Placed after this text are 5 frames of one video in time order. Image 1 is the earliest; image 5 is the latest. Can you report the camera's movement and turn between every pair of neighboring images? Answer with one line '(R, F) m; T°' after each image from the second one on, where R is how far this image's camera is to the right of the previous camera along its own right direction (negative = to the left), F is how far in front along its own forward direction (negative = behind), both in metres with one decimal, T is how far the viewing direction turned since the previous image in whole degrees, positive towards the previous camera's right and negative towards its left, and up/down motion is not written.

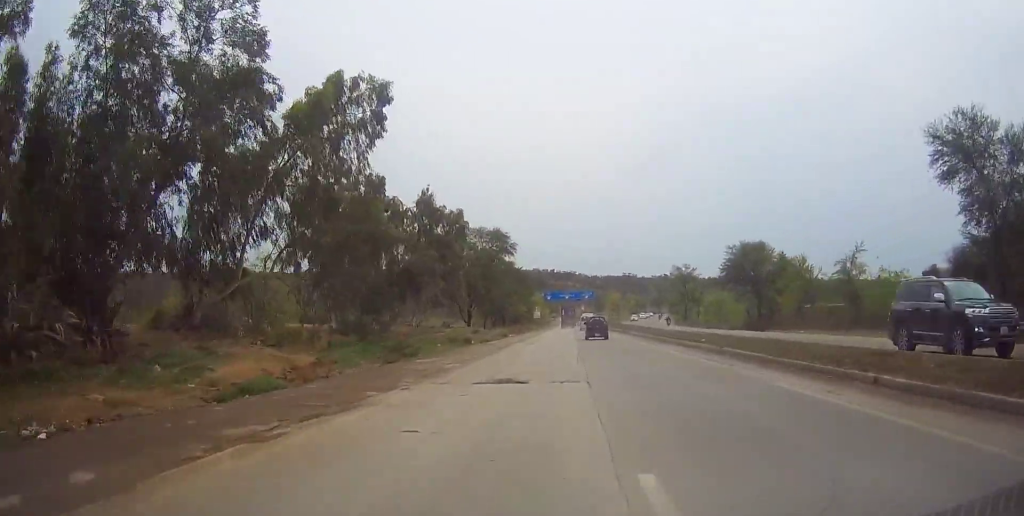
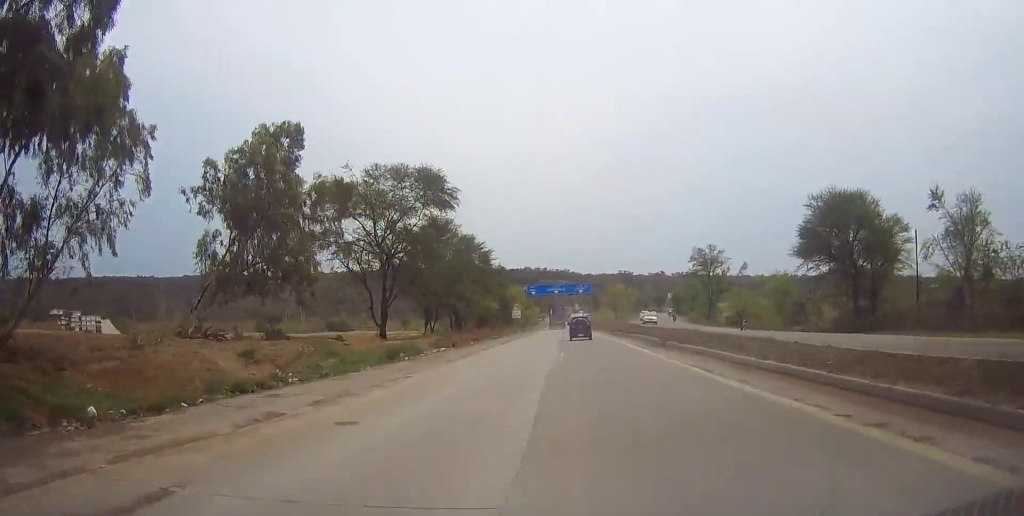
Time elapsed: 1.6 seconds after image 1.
(0.0, +33.0) m; 0°
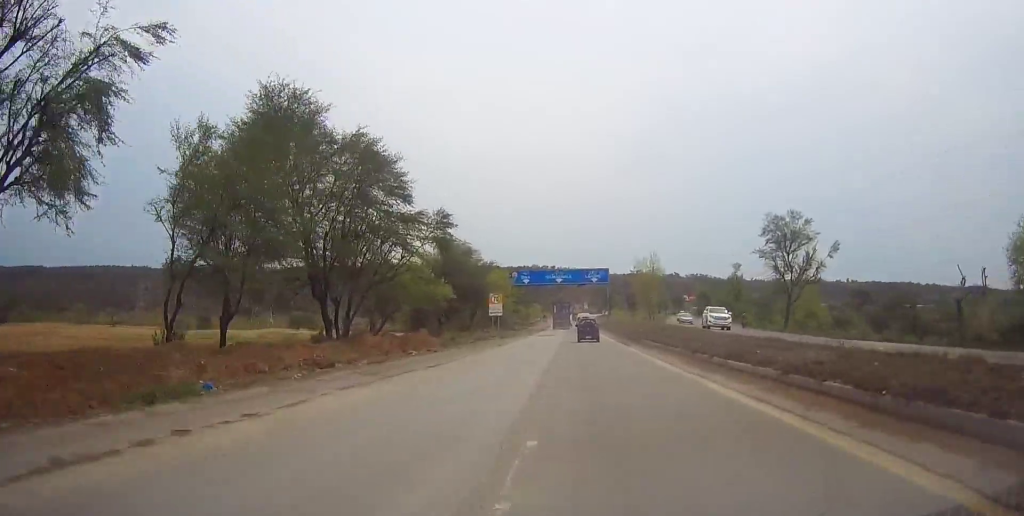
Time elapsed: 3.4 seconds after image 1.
(-0.4, +38.3) m; -1°
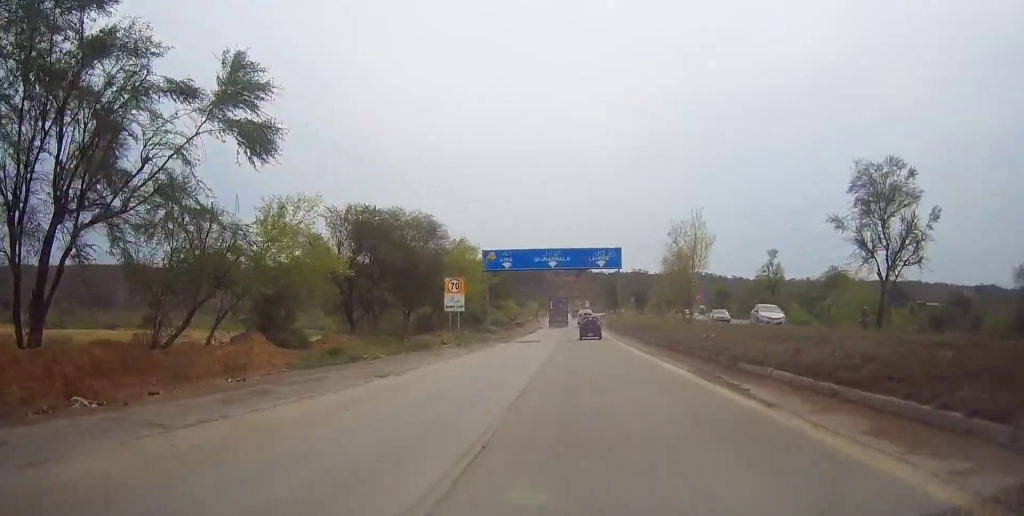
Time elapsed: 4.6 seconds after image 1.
(+0.2, +24.3) m; +1°
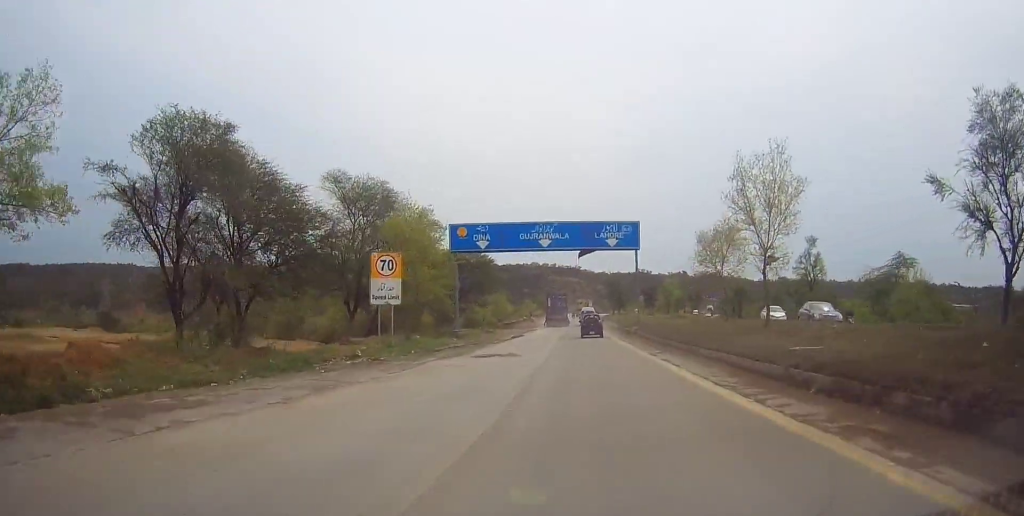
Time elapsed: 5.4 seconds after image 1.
(0.0, +18.0) m; 0°
